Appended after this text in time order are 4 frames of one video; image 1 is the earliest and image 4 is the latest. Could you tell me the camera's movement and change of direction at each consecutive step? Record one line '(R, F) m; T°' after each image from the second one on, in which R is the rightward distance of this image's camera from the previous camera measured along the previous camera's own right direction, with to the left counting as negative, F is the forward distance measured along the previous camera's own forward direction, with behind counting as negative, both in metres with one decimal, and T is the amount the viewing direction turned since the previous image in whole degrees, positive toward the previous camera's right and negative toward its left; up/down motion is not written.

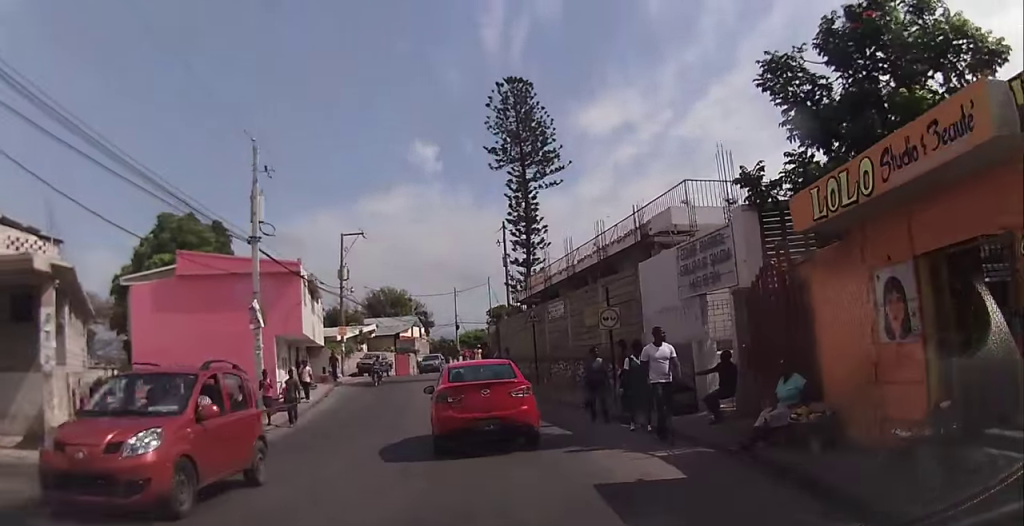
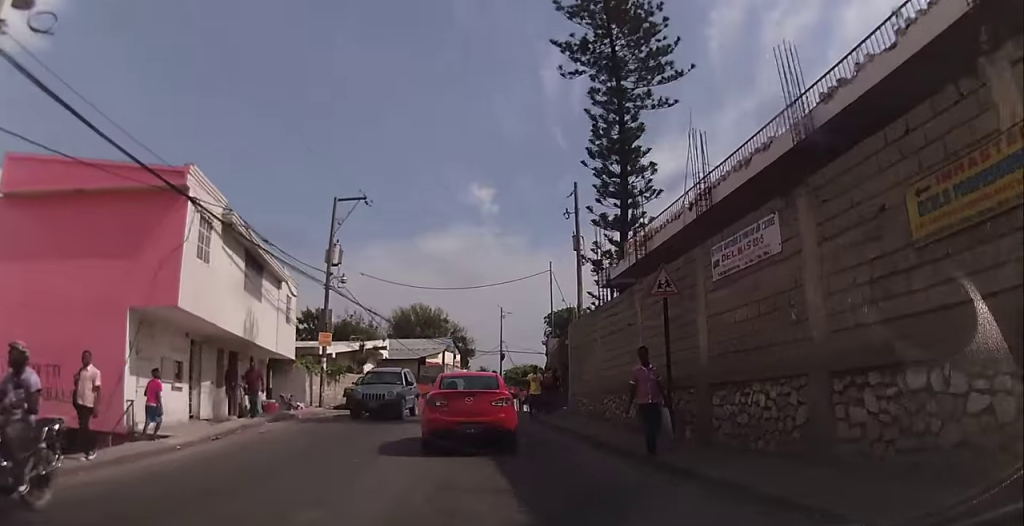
(-1.2, +16.0) m; -7°
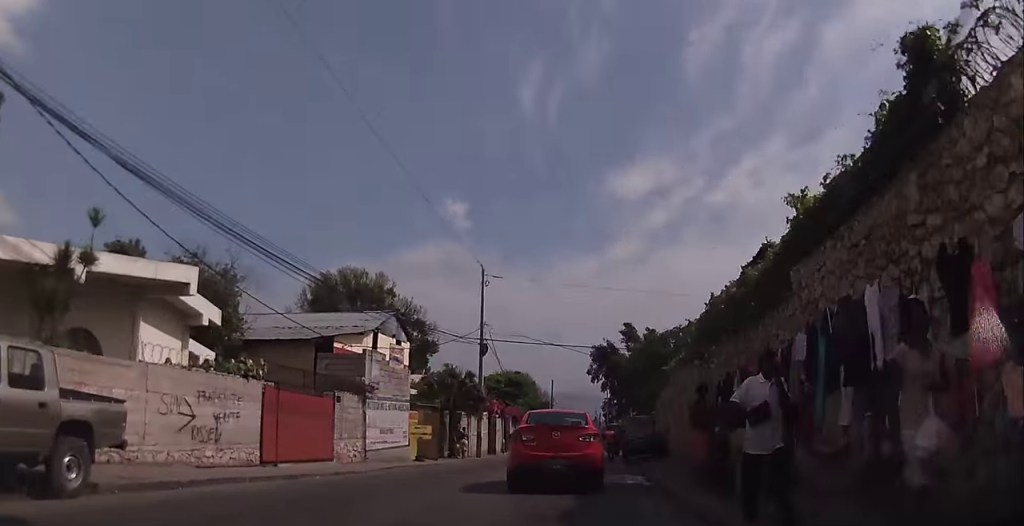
(-0.4, +28.0) m; +4°
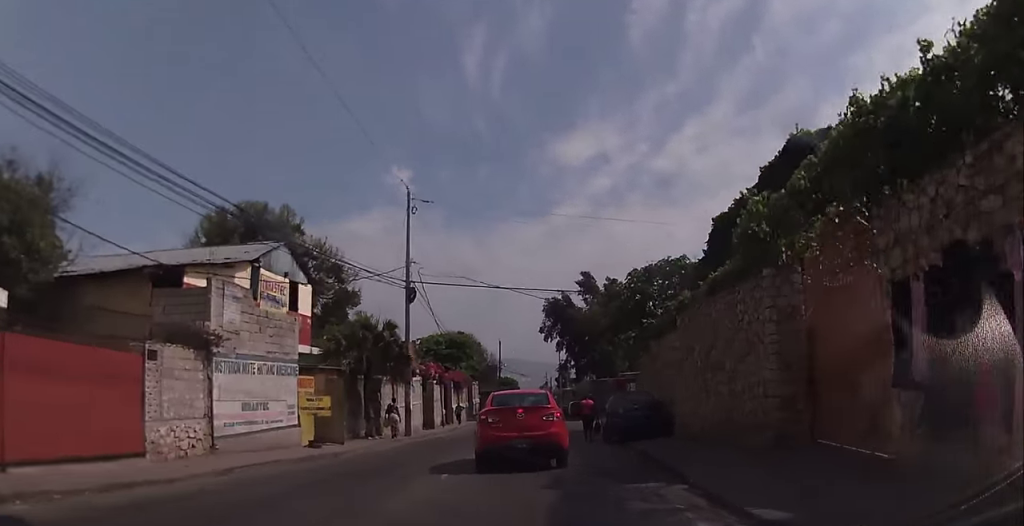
(+0.9, +9.5) m; +6°
